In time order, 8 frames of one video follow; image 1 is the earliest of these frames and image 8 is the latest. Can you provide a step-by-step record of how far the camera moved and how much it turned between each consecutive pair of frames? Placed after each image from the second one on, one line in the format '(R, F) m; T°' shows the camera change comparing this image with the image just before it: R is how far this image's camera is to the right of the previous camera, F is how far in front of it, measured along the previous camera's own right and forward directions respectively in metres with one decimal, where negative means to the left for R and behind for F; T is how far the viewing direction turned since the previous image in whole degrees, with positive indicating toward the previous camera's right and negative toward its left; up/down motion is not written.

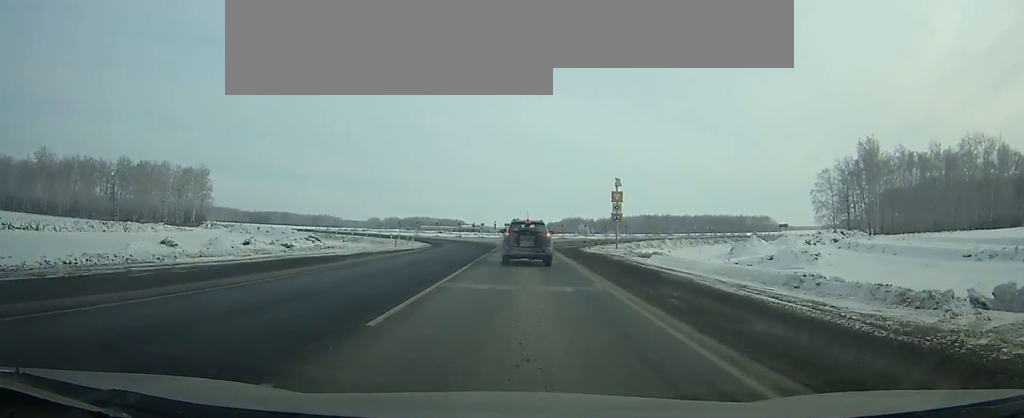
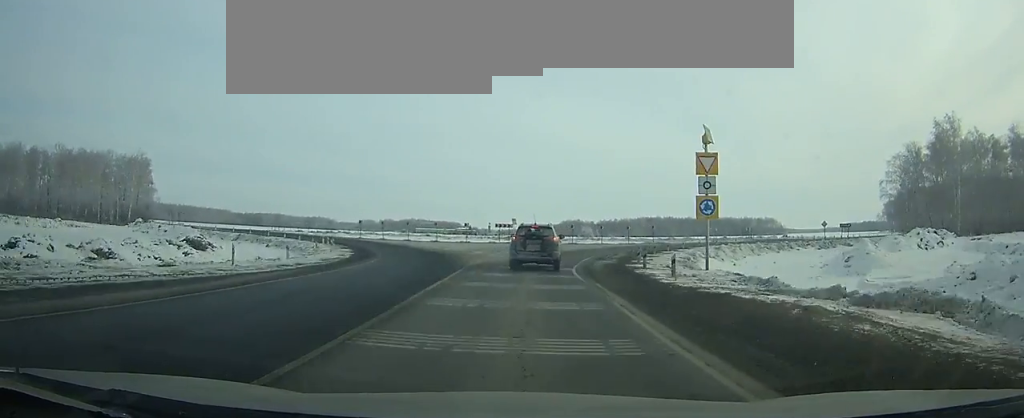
(+0.3, +21.6) m; +4°
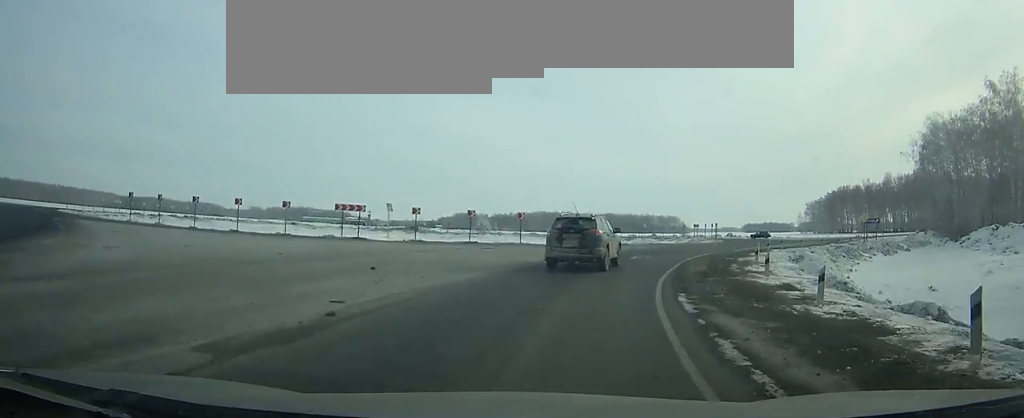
(+1.2, +30.4) m; +11°
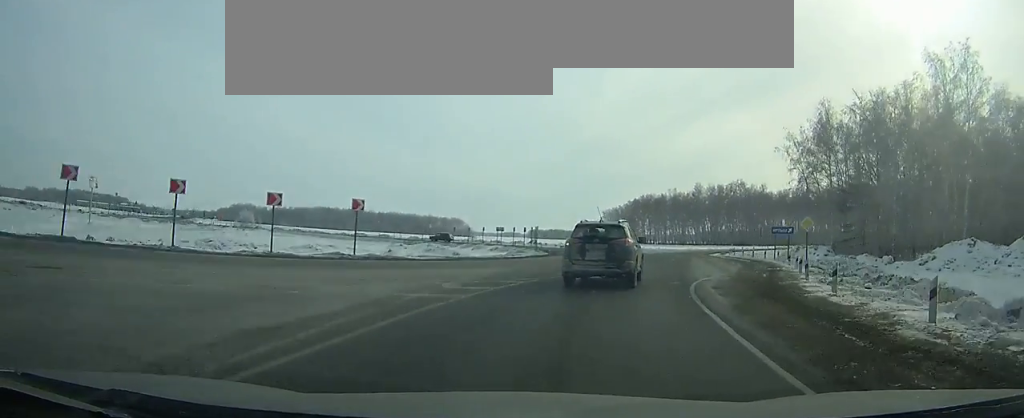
(+1.5, +23.6) m; +14°
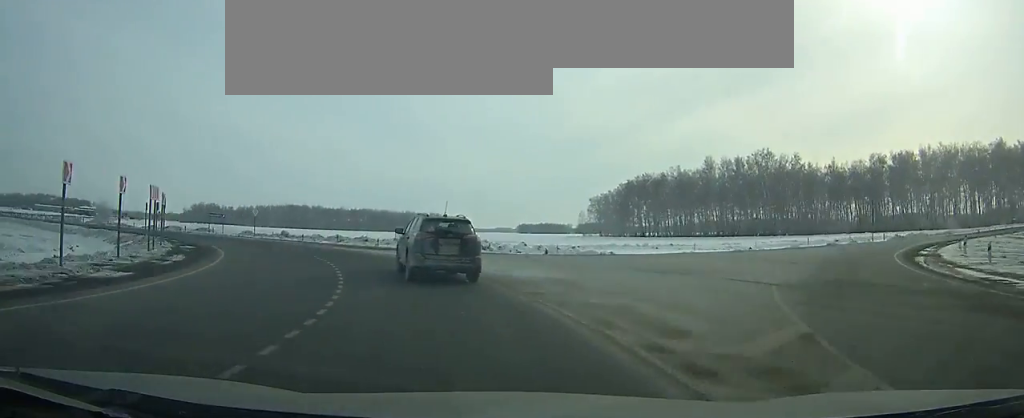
(+7.1, +53.5) m; -8°
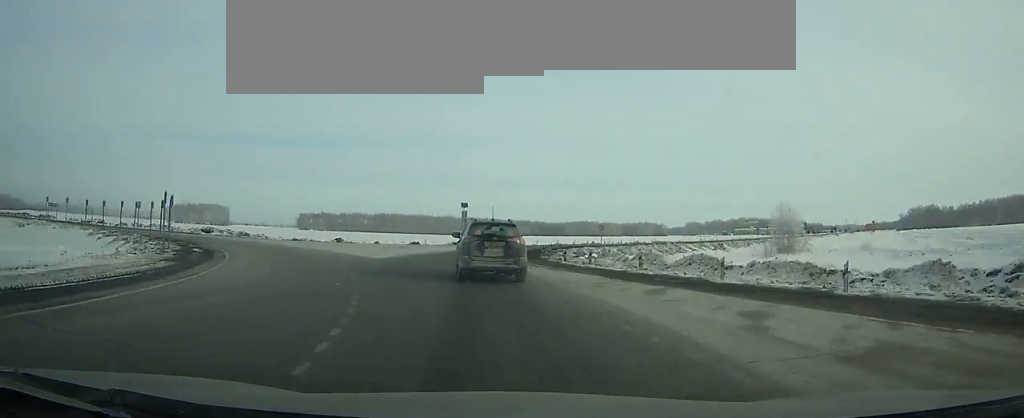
(-34.2, +59.4) m; -52°
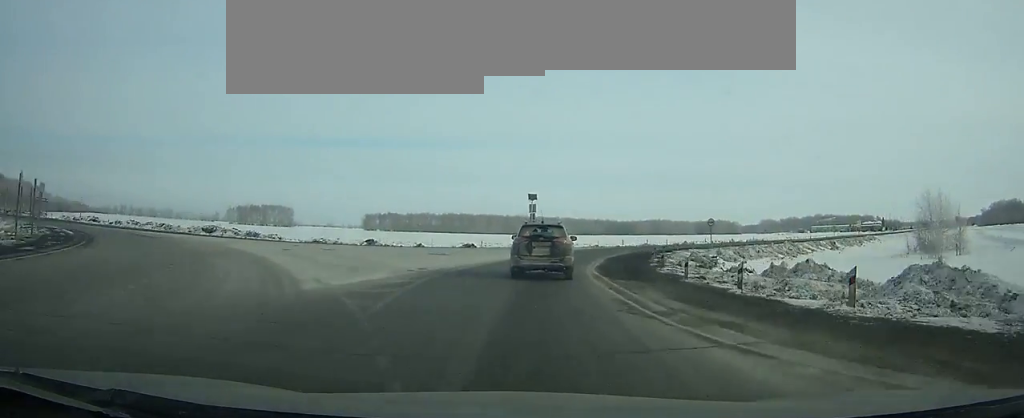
(-1.1, +17.0) m; -2°
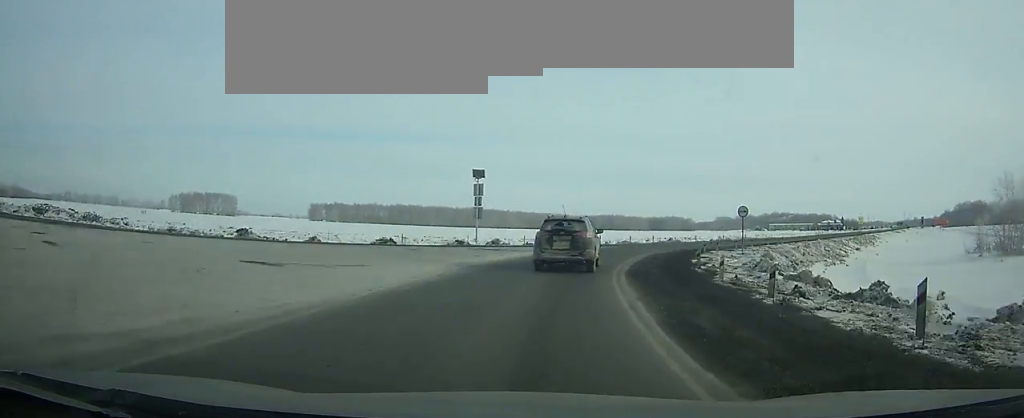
(-1.8, +19.0) m; +4°
